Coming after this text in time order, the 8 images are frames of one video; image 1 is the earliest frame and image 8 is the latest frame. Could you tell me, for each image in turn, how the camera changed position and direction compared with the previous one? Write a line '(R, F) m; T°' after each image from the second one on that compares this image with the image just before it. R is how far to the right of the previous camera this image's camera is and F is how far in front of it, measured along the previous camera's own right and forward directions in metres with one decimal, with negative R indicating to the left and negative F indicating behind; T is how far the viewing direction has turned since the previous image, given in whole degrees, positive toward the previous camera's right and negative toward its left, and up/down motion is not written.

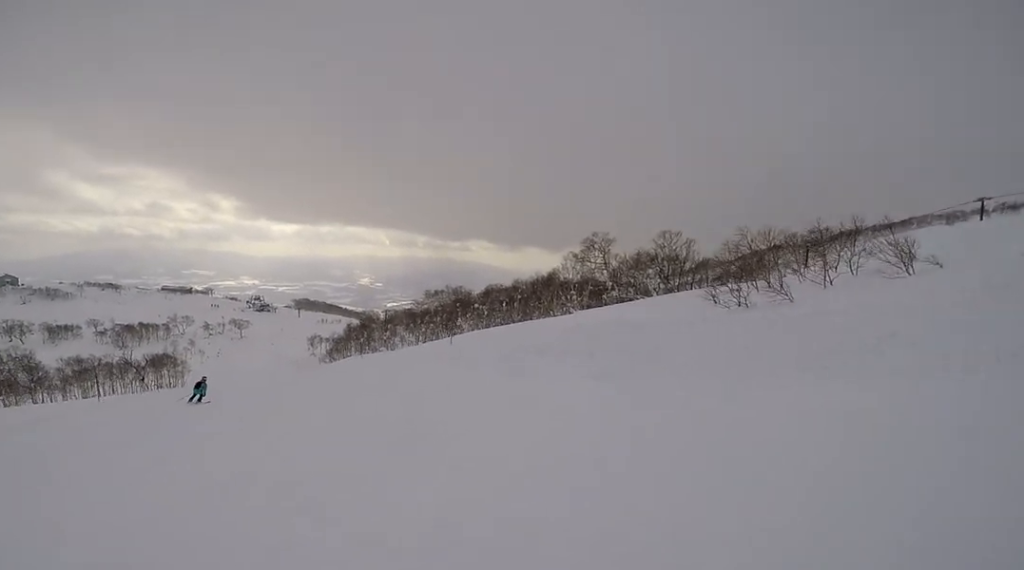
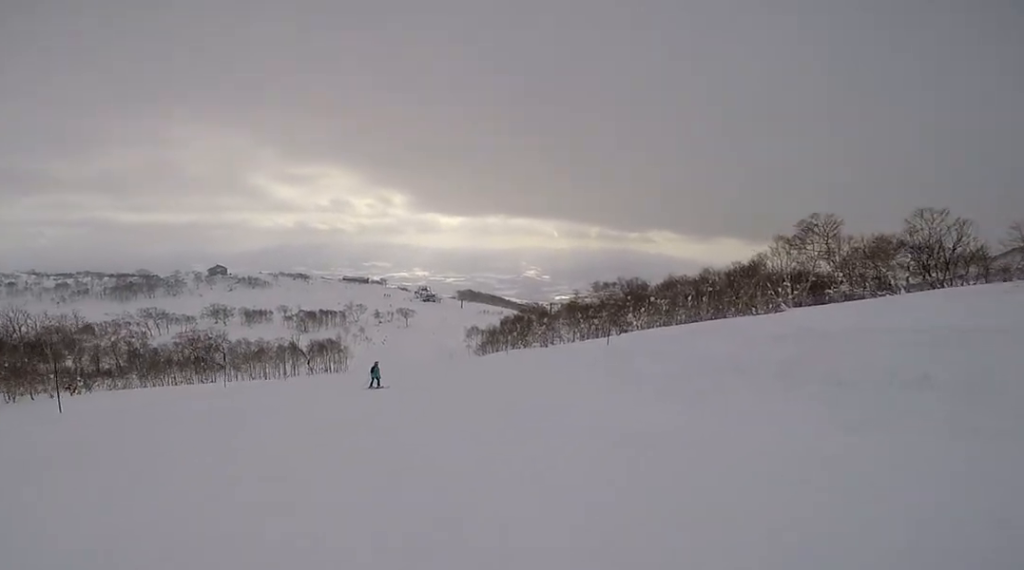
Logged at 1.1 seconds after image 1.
(-0.9, +4.6) m; -18°
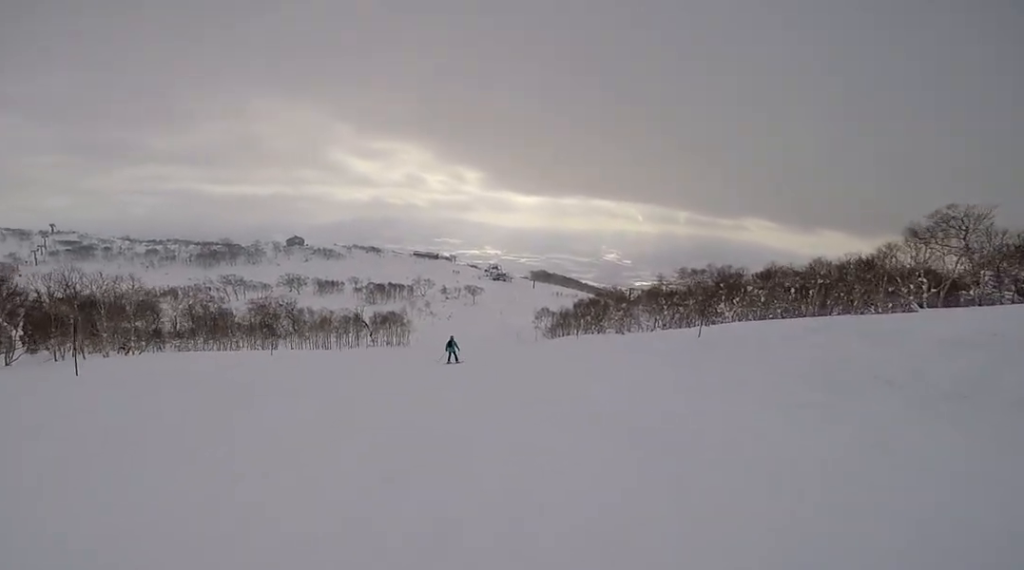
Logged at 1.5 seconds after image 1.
(-0.1, +2.0) m; -5°
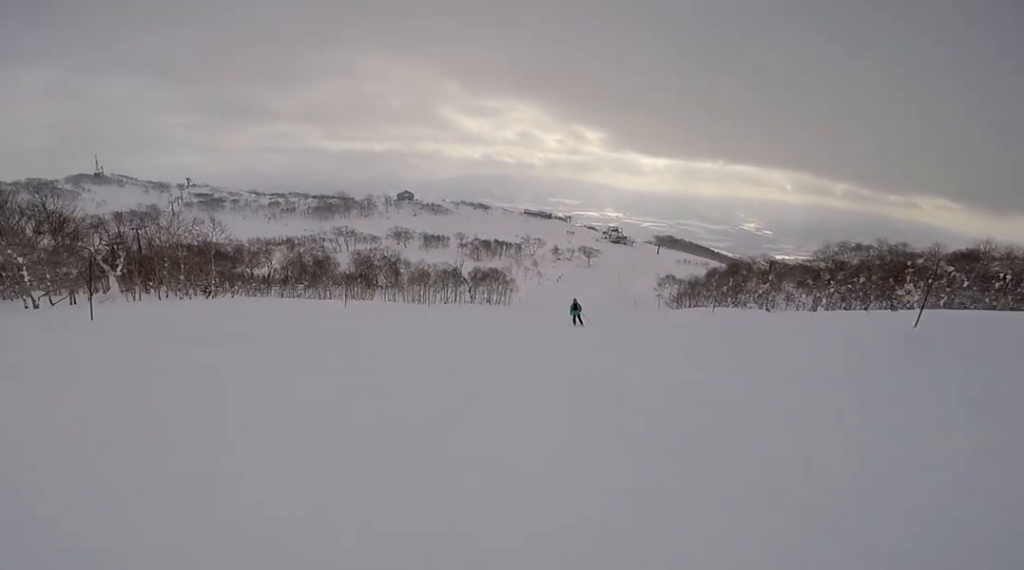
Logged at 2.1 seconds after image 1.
(-0.3, +3.0) m; -6°
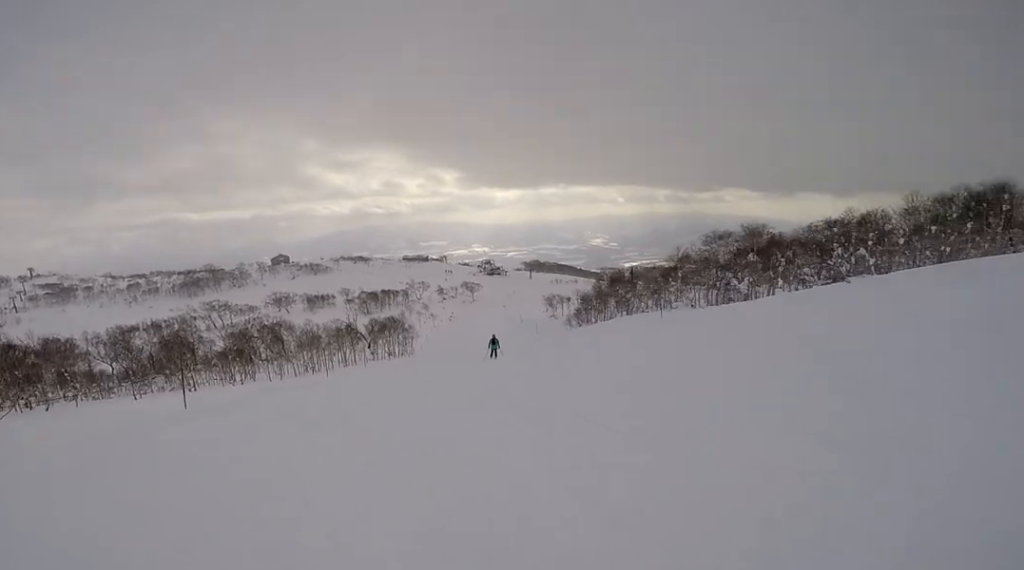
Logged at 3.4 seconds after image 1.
(-0.3, +6.9) m; +7°
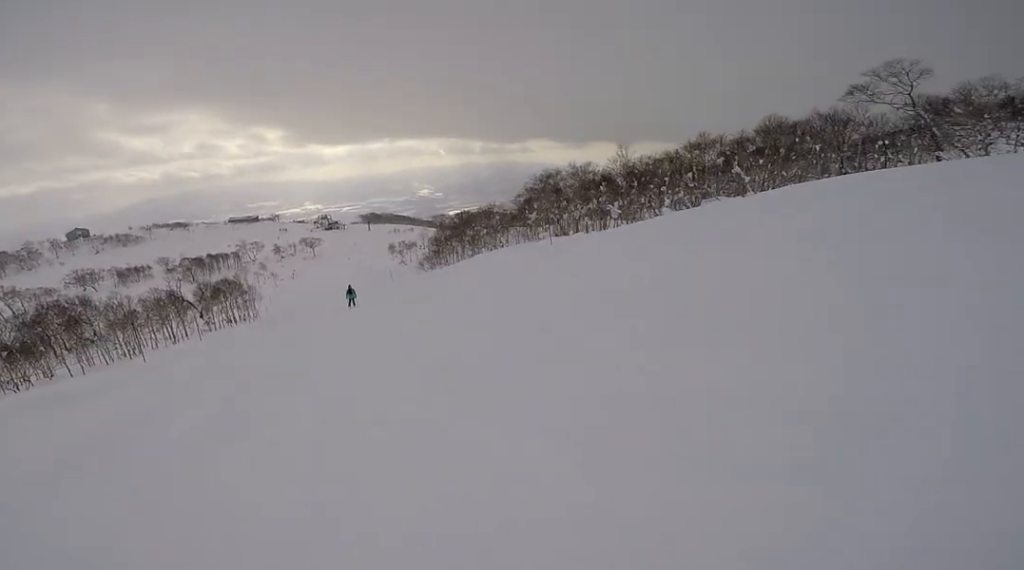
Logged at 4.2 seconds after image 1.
(+0.7, +4.8) m; +8°
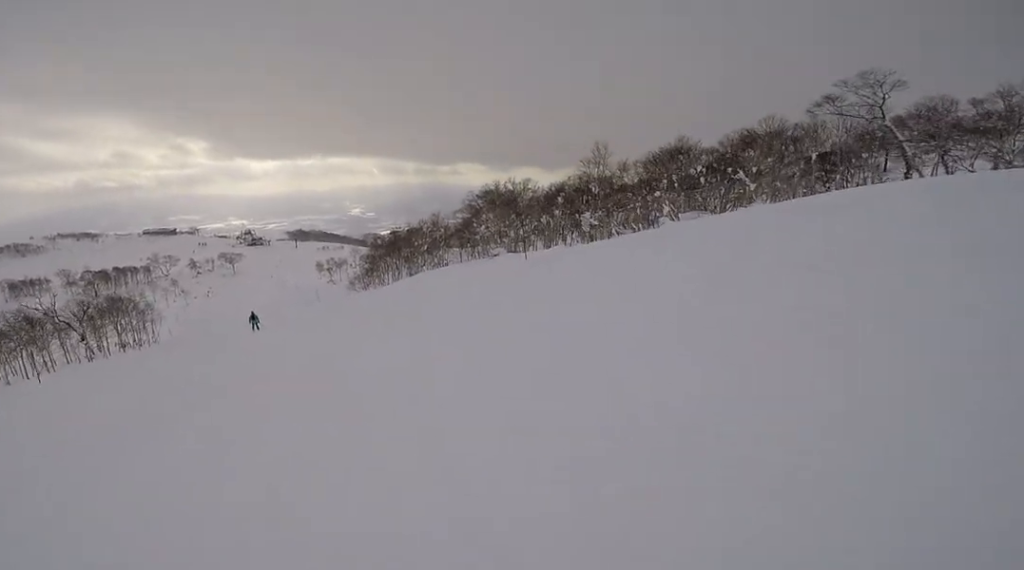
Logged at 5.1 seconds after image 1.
(+0.2, +6.4) m; -6°
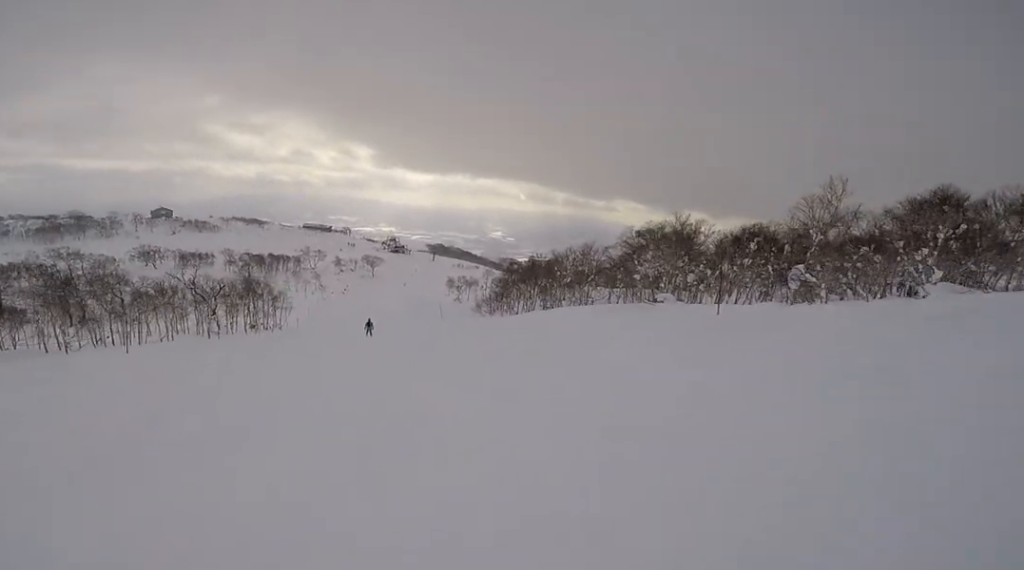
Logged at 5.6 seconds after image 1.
(-0.3, +4.1) m; -2°
